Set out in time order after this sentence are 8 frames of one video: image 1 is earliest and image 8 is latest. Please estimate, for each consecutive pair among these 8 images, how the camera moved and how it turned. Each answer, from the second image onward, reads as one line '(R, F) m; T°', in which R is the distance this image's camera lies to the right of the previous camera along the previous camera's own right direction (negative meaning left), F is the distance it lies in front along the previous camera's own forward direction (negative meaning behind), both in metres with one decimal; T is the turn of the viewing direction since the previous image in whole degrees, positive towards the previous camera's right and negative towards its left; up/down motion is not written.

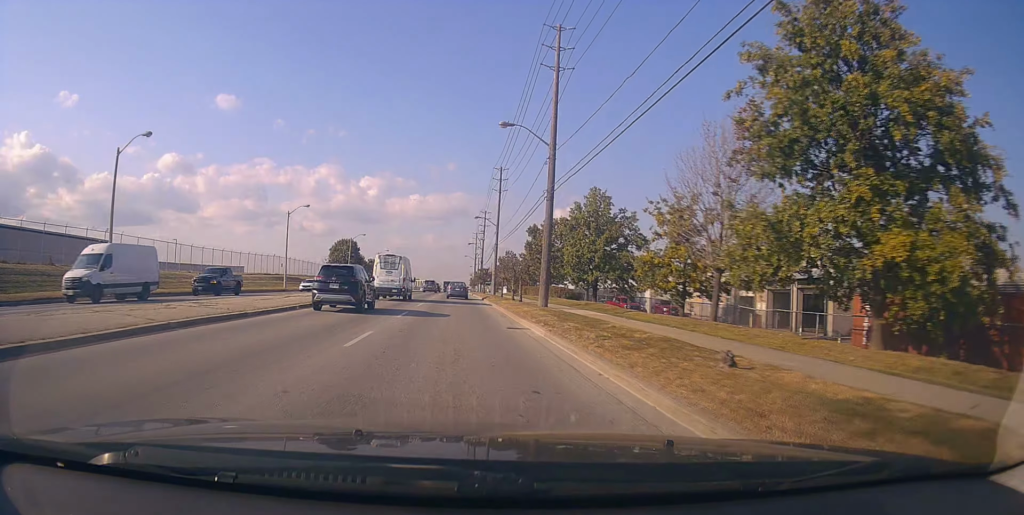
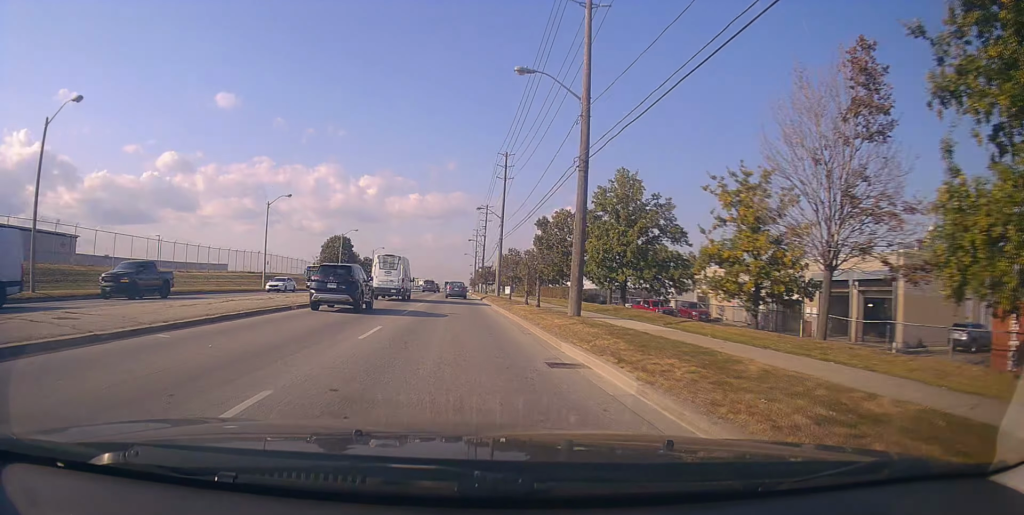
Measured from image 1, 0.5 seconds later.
(-0.3, +7.4) m; 0°
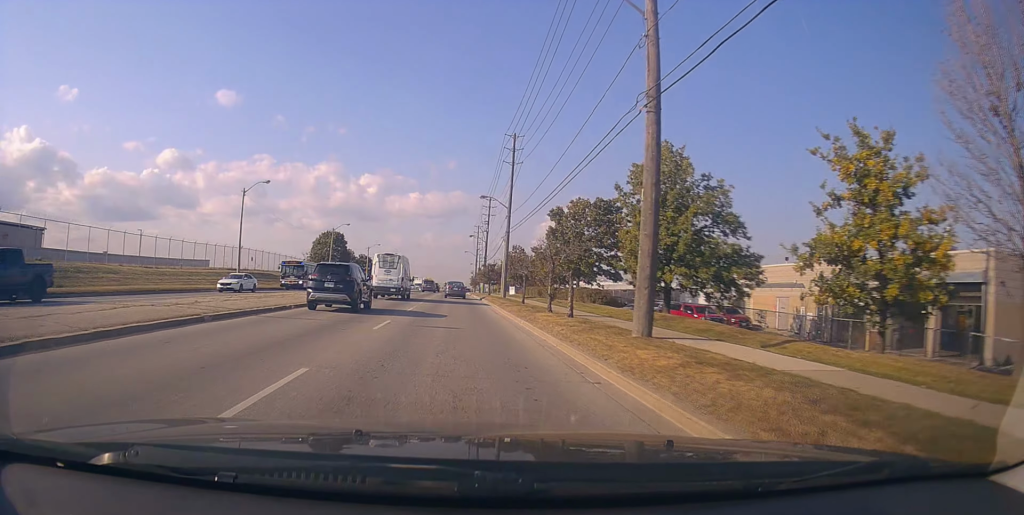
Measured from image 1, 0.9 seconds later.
(-0.3, +7.4) m; 0°
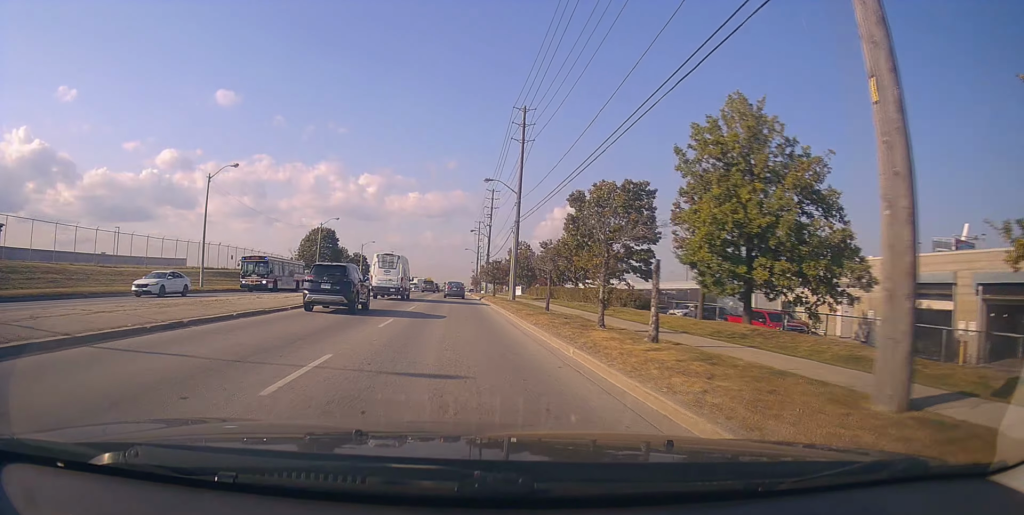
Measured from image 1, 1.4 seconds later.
(+0.3, +7.9) m; 0°
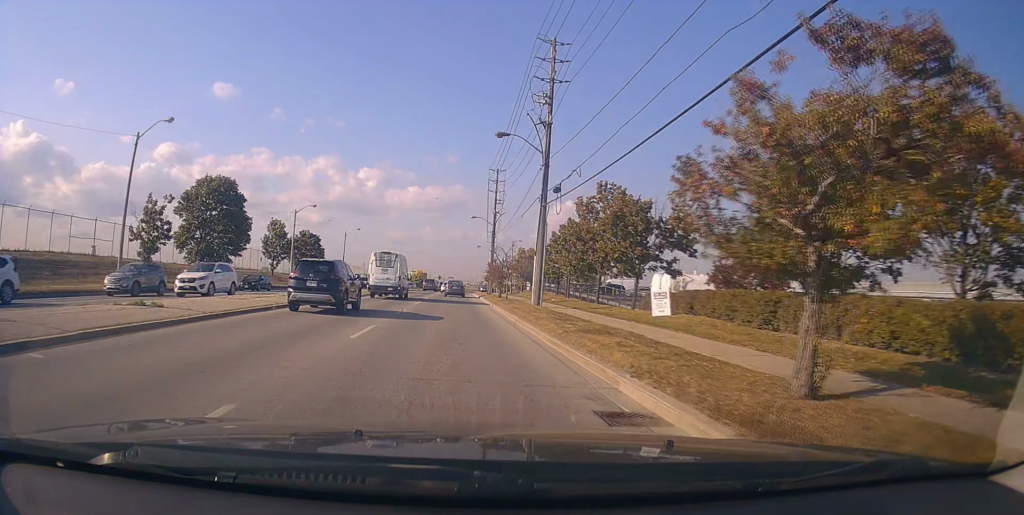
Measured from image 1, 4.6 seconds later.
(+0.1, +49.8) m; +2°
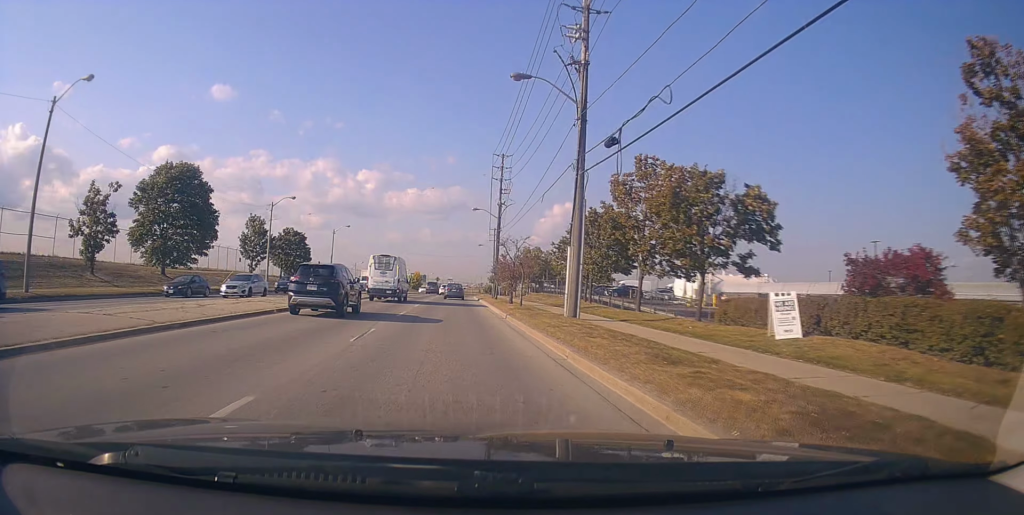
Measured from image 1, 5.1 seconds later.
(+0.1, +8.9) m; 0°
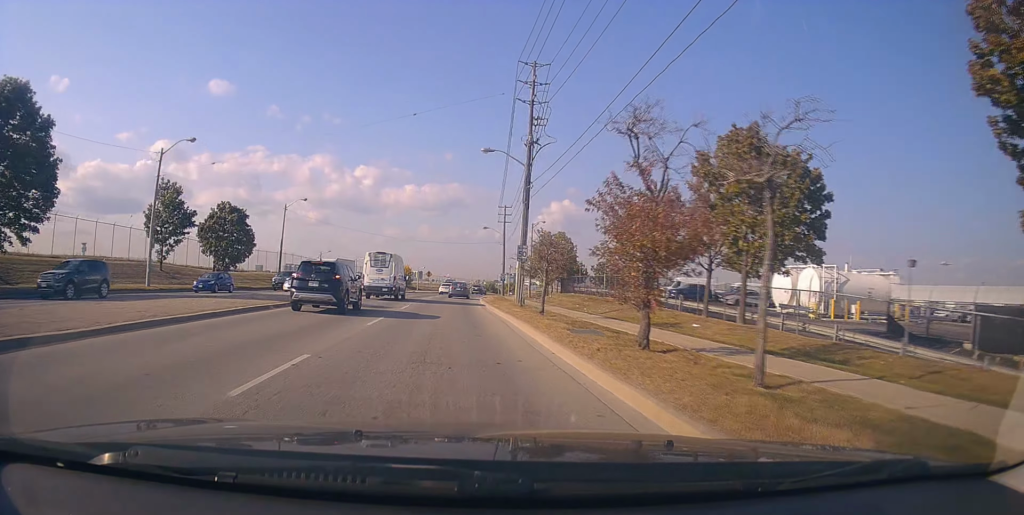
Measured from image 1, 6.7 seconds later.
(-0.9, +24.4) m; -2°
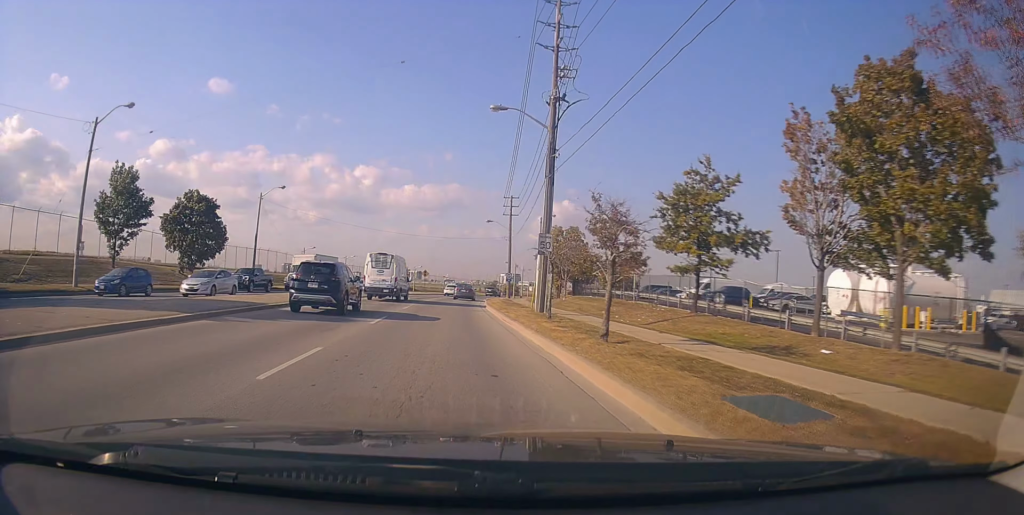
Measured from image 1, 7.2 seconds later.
(0.0, +8.3) m; +1°
